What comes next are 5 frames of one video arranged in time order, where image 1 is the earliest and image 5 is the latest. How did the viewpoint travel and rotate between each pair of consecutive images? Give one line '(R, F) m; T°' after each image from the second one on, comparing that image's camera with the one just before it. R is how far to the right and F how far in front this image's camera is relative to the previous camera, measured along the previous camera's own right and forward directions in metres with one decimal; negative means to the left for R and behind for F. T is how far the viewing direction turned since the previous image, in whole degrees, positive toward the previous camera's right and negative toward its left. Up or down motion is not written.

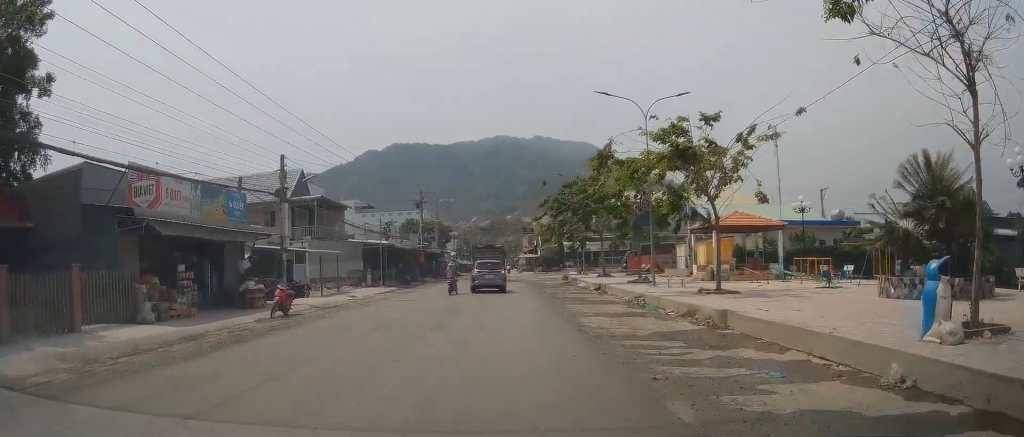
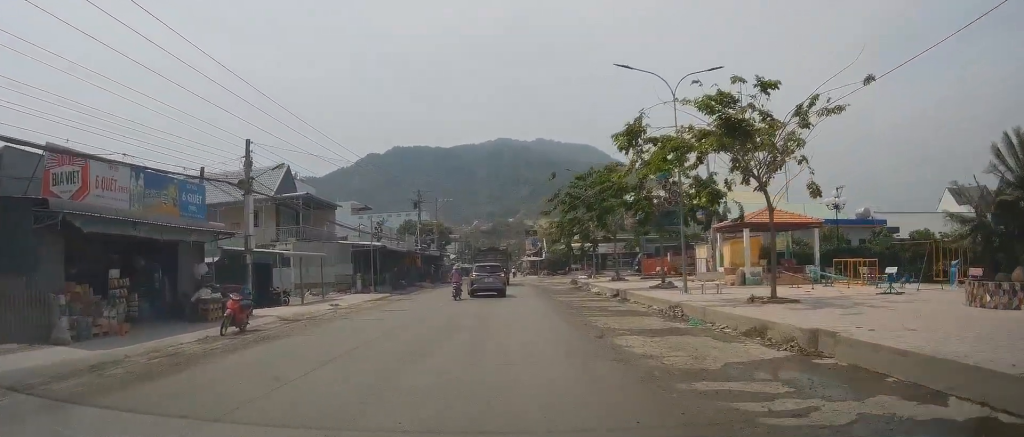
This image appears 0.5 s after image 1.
(+0.1, +4.4) m; 0°
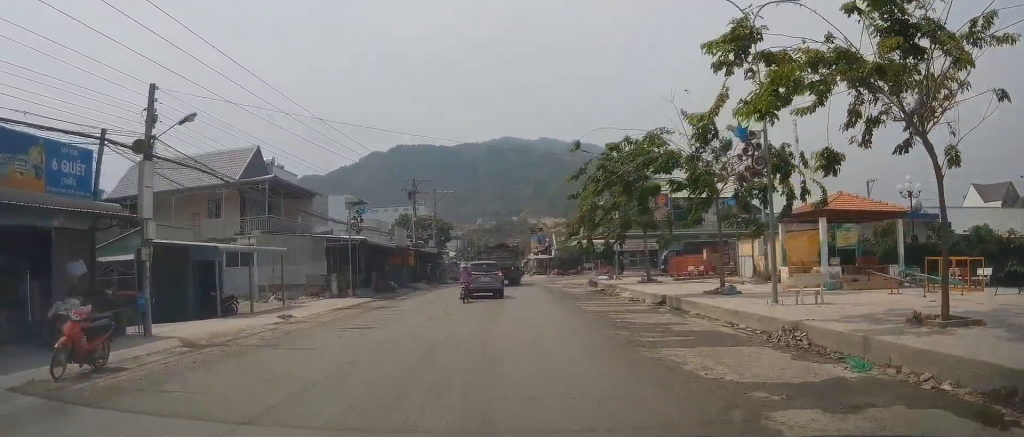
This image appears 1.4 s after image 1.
(-0.2, +7.8) m; -5°
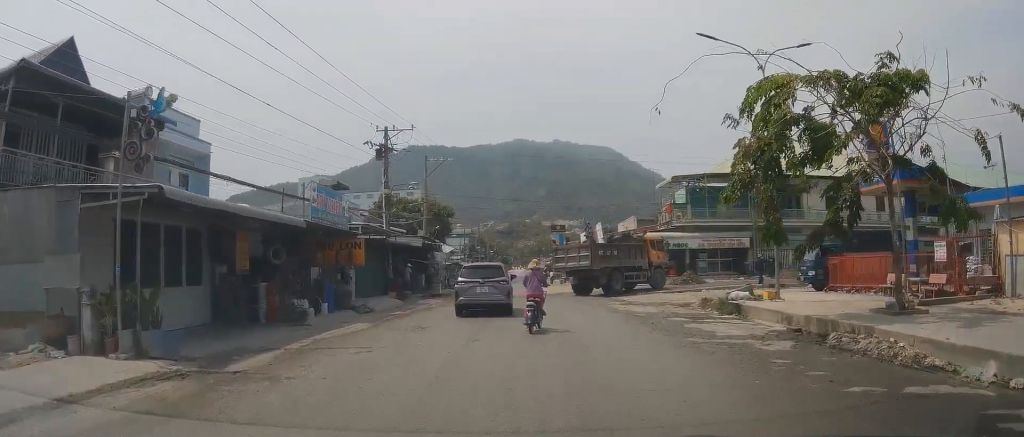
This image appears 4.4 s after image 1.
(-0.9, +24.3) m; 0°
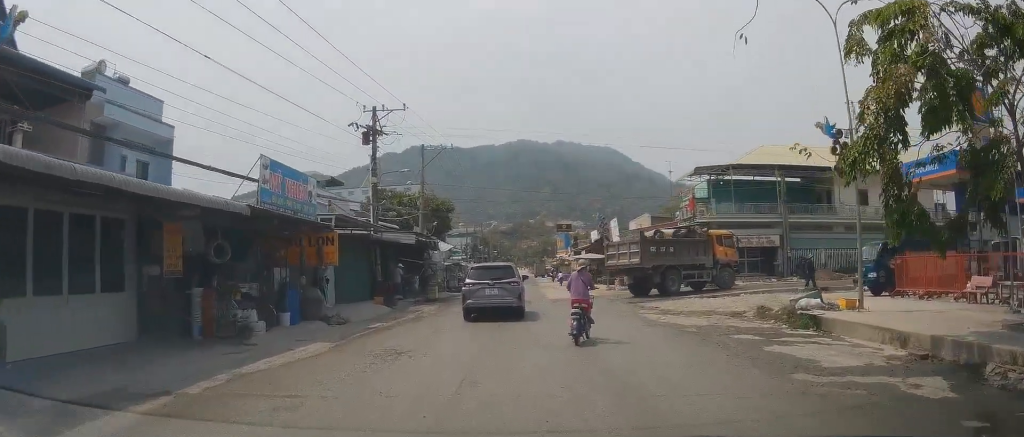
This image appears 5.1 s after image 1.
(-0.1, +5.1) m; 0°
